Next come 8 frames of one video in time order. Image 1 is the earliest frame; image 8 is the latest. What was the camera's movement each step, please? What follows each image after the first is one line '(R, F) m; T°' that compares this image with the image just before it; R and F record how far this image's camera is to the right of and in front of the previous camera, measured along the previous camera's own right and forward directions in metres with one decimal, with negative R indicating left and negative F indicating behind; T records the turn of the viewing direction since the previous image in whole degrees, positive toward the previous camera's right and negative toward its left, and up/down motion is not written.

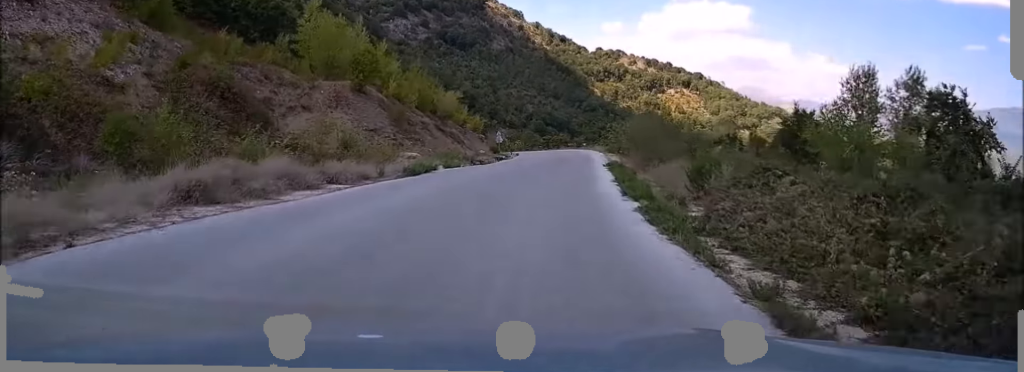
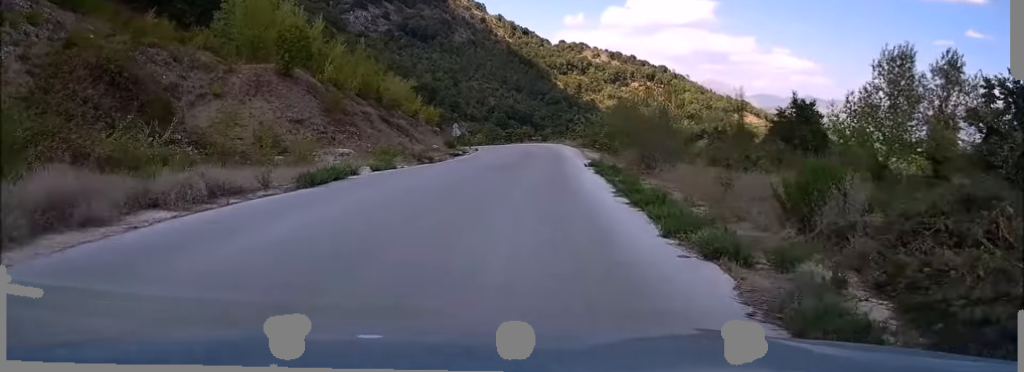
(+0.5, +8.2) m; +3°
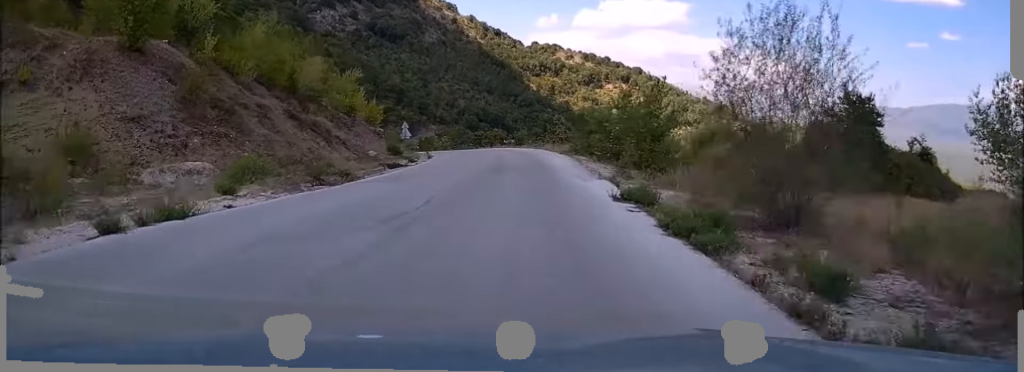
(+0.5, +13.9) m; +2°
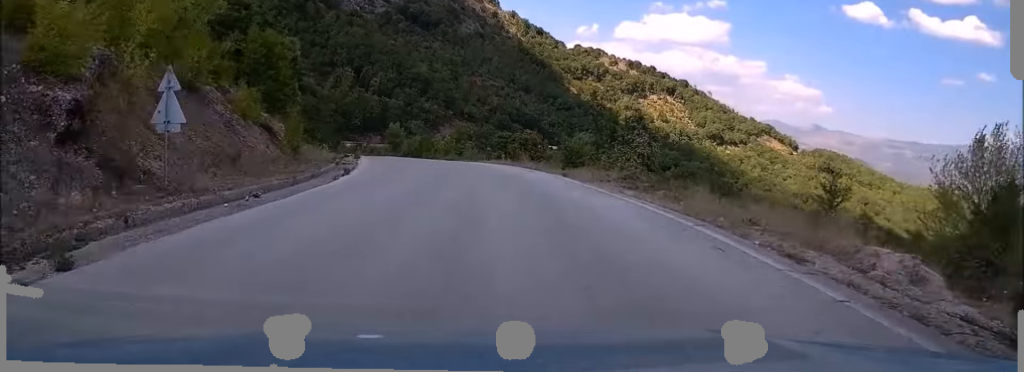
(-0.9, +37.8) m; -6°
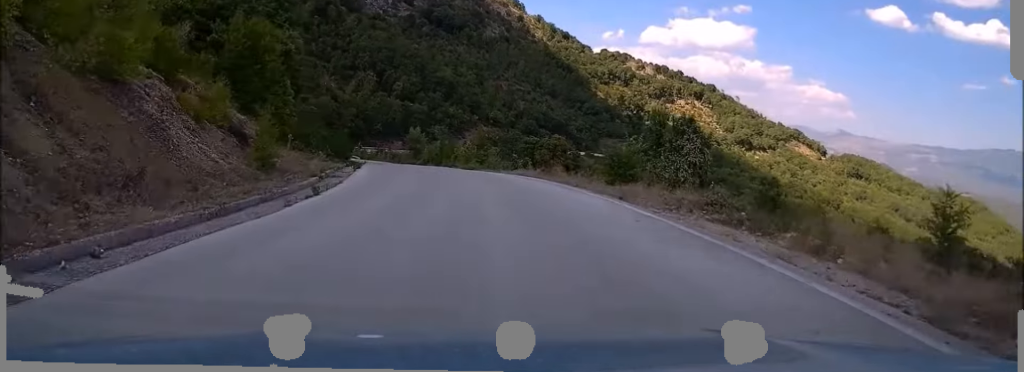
(-0.1, +7.3) m; -2°
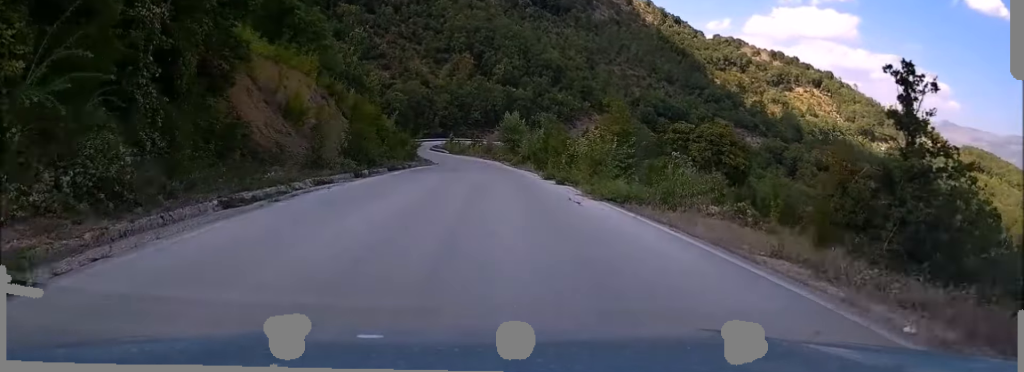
(-2.4, +30.8) m; -9°
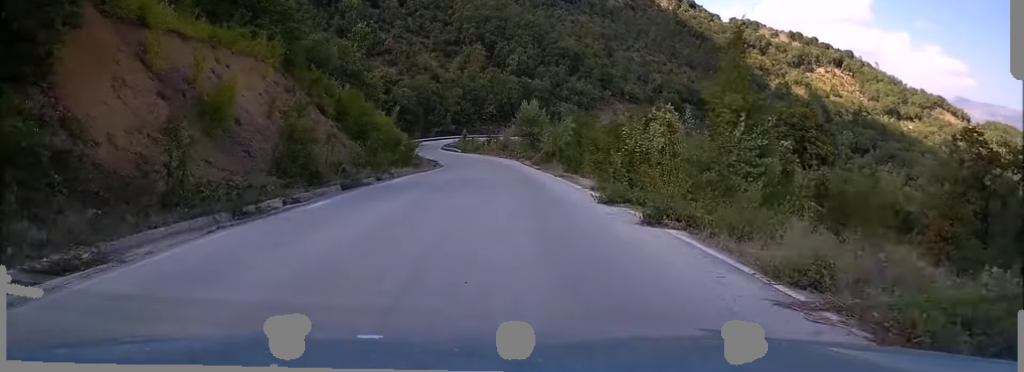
(-0.5, +13.8) m; -3°
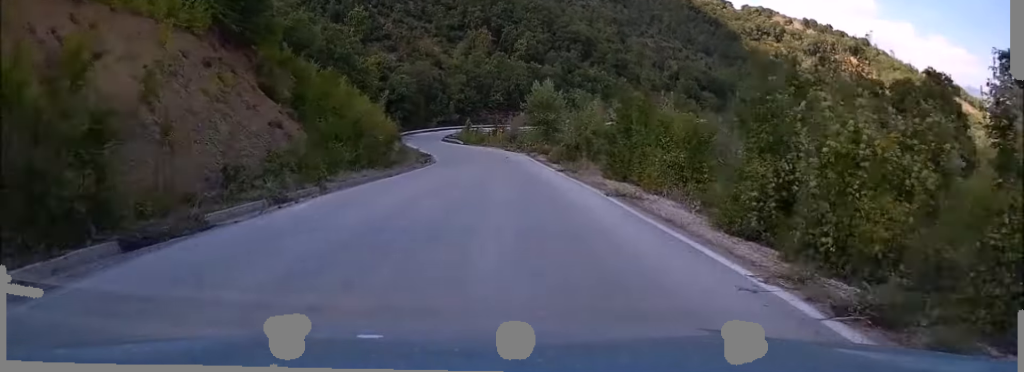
(-0.3, +14.5) m; -2°
